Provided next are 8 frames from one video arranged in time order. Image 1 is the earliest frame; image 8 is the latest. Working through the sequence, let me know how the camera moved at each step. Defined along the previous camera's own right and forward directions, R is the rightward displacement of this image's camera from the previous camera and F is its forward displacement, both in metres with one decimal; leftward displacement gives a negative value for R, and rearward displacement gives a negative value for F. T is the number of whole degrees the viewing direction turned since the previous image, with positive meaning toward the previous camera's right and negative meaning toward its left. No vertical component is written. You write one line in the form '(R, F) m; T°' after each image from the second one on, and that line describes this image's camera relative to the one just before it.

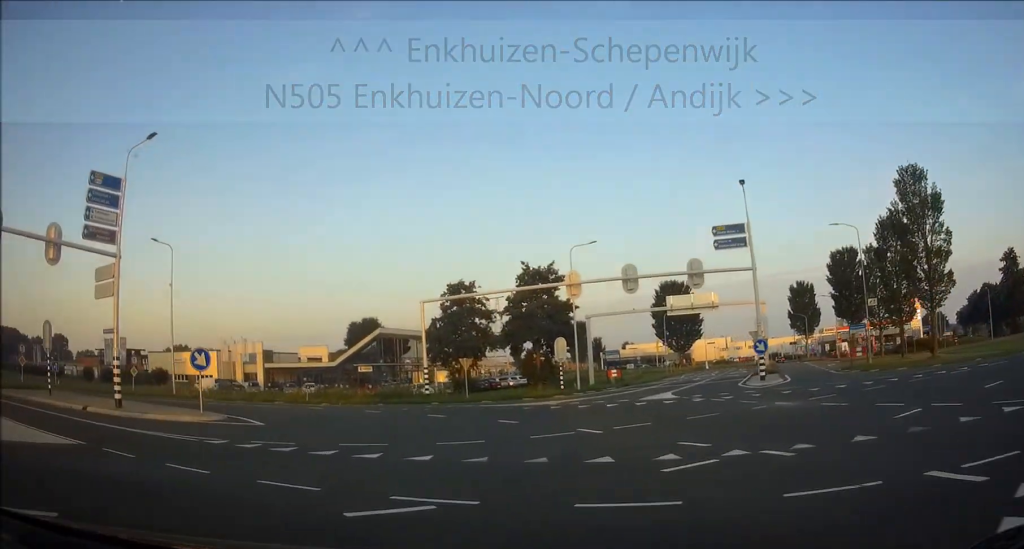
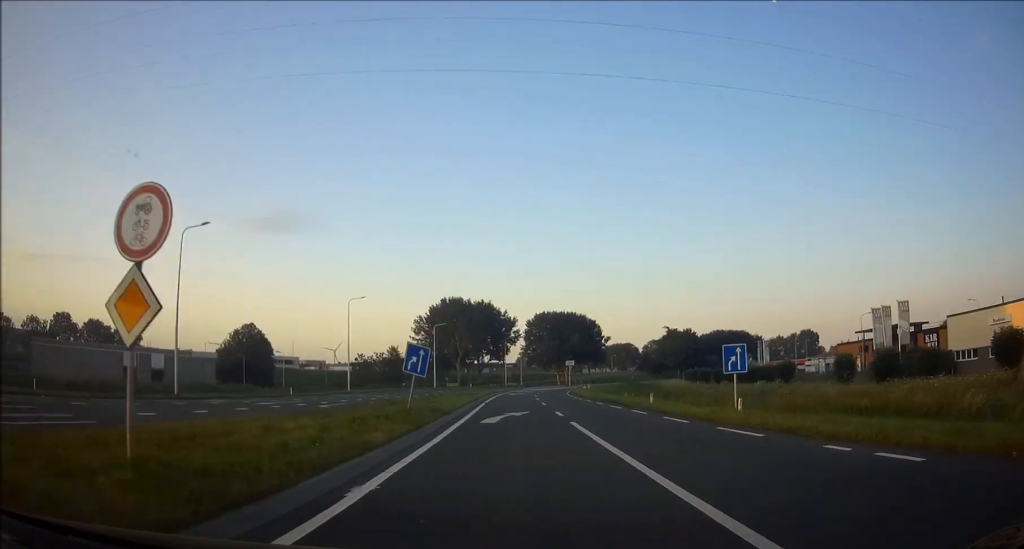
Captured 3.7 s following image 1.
(-25.4, +36.0) m; -56°
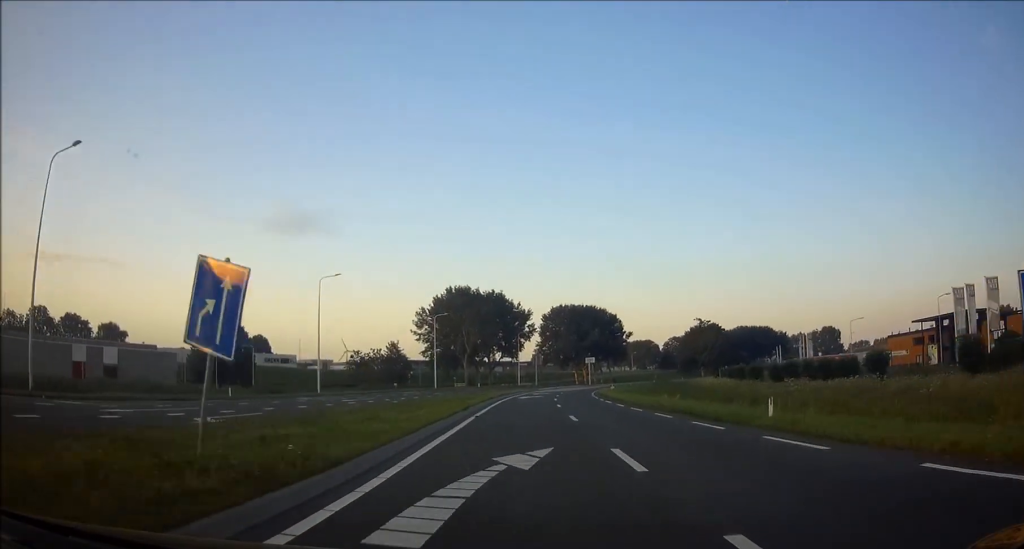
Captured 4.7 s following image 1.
(-1.3, +16.1) m; -2°
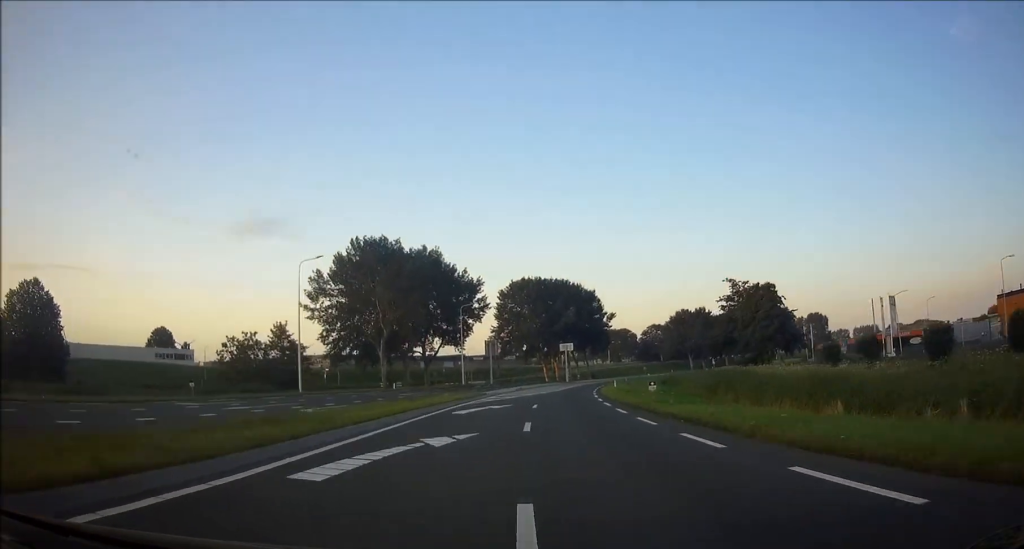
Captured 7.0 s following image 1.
(-0.6, +41.7) m; +2°
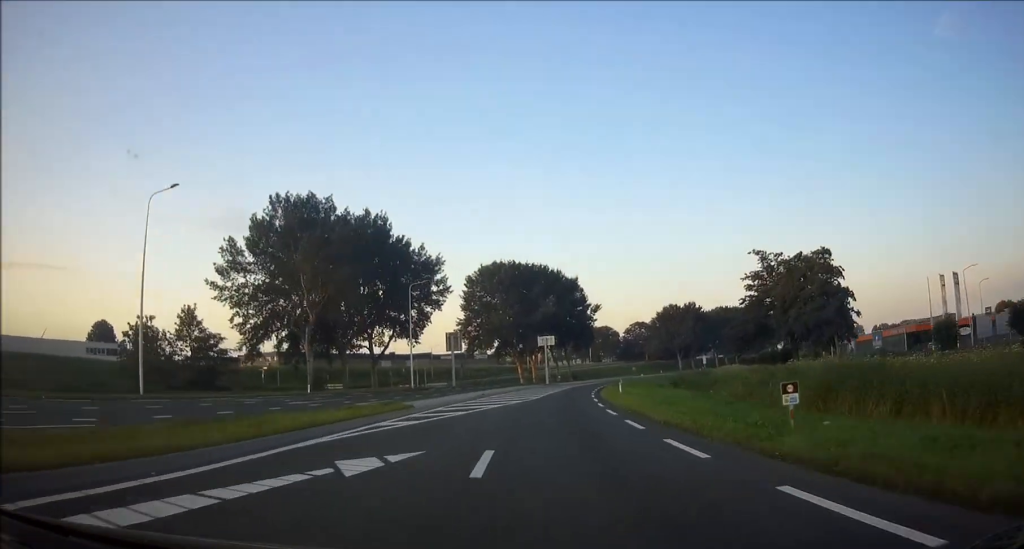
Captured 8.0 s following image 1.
(+0.5, +19.9) m; +2°
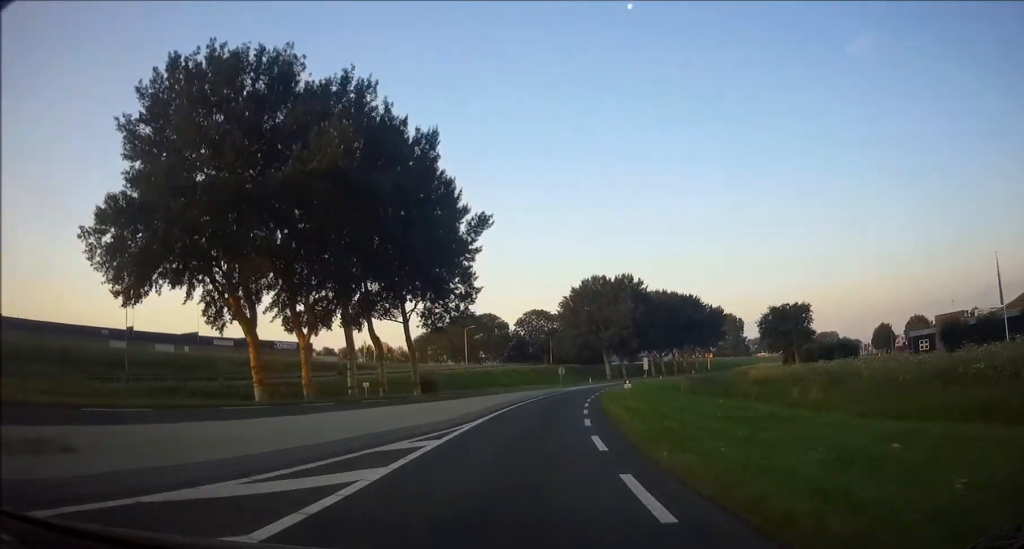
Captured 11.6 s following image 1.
(+6.3, +77.7) m; +11°
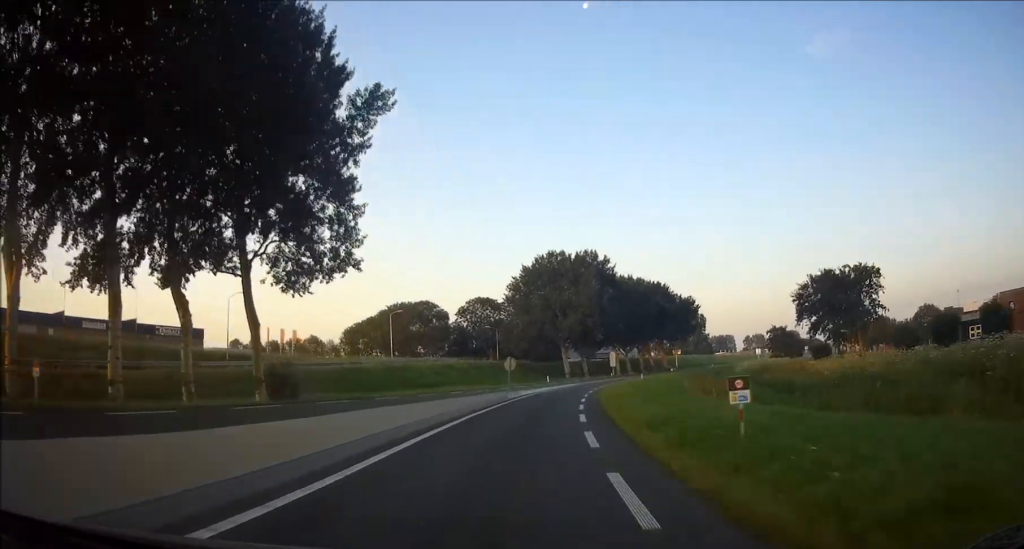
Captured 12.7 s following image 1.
(+1.1, +24.8) m; +4°
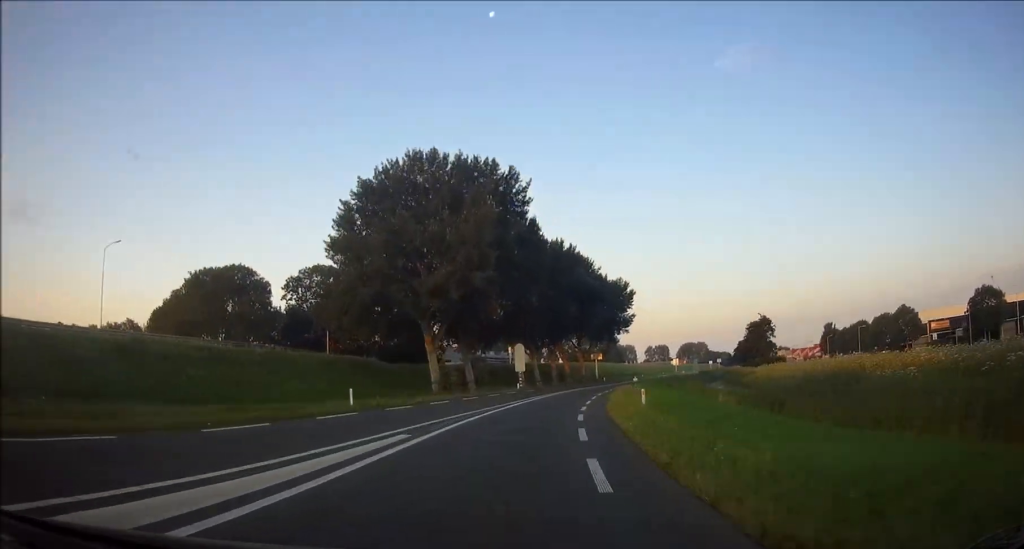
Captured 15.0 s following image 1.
(+3.8, +53.4) m; +10°
